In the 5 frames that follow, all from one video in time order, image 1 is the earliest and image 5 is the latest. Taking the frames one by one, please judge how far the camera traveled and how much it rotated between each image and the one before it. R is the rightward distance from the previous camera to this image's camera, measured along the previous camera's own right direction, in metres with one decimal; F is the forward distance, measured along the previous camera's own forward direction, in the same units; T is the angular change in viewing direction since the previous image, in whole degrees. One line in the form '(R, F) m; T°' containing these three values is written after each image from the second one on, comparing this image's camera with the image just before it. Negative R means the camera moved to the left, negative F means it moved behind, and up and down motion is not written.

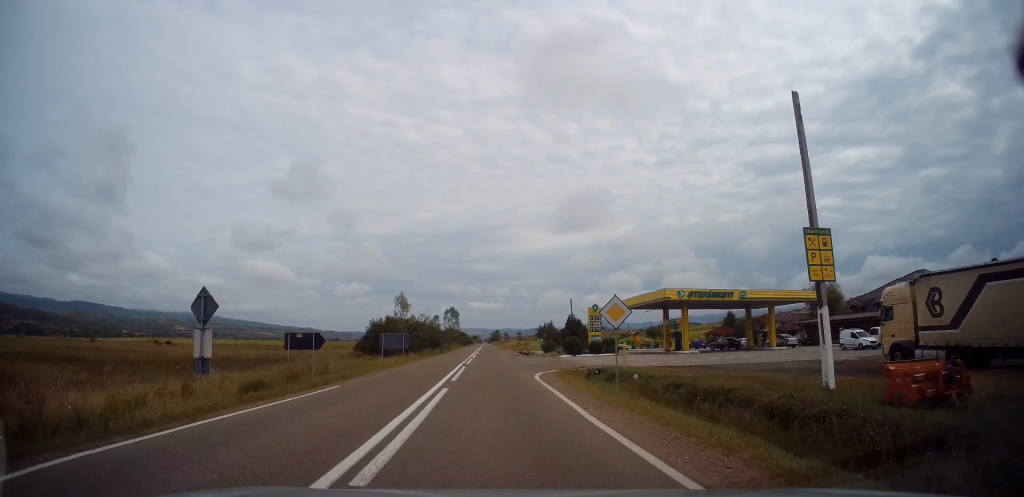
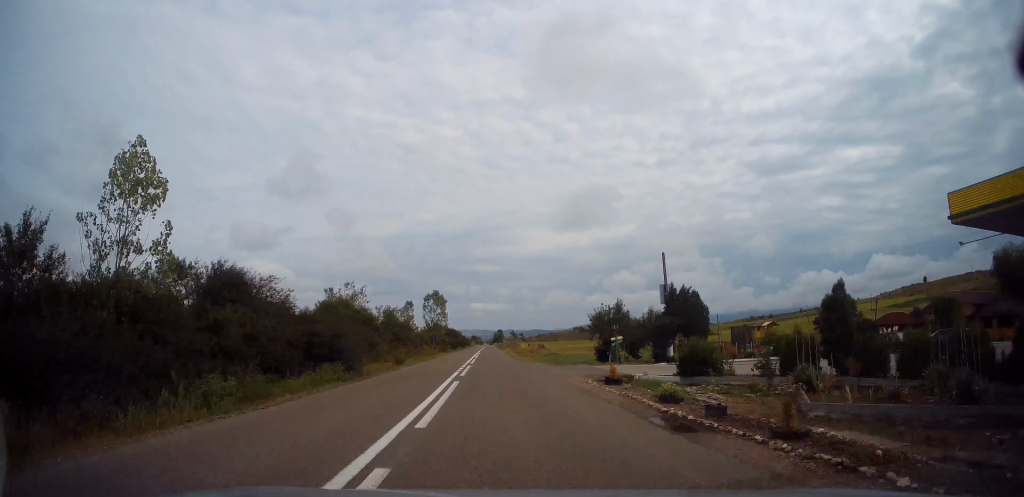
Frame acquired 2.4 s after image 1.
(+0.8, +44.4) m; +1°
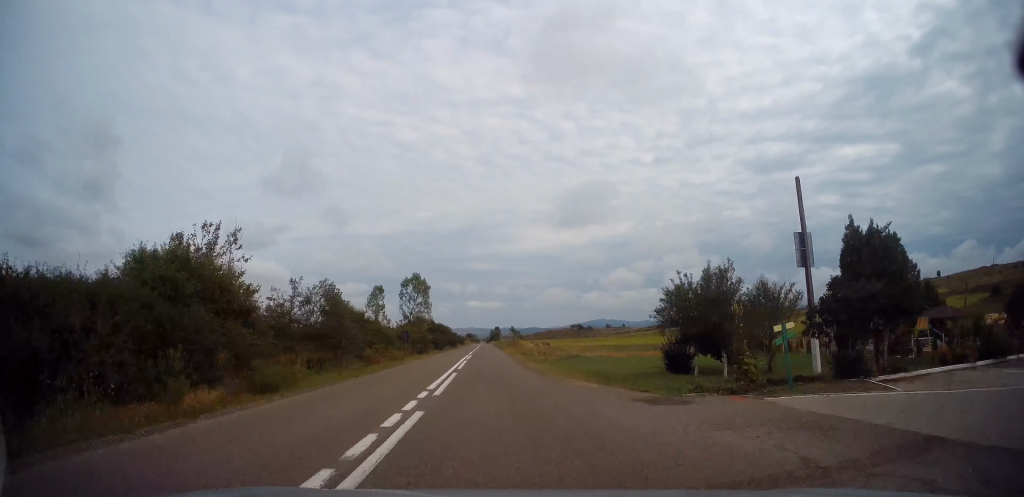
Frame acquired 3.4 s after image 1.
(-0.2, +19.3) m; -1°
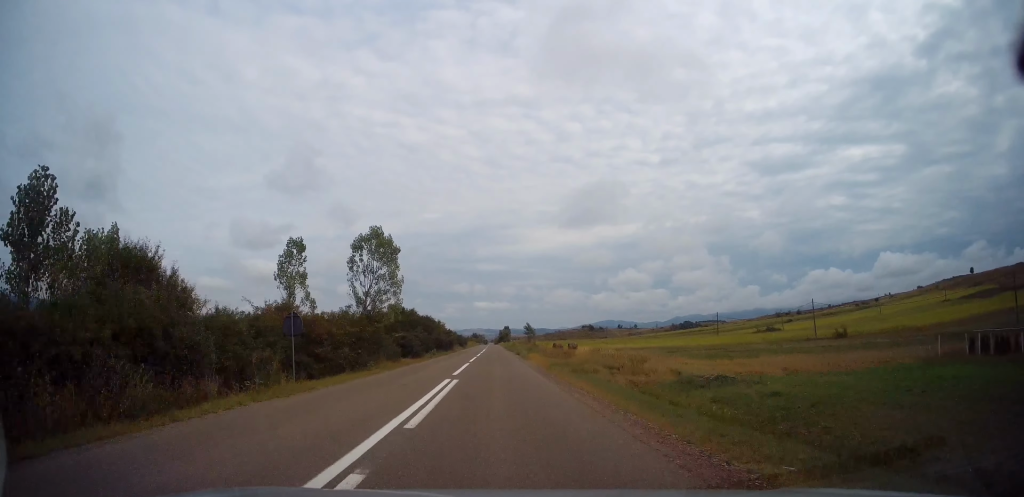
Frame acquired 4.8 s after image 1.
(0.0, +27.5) m; 0°
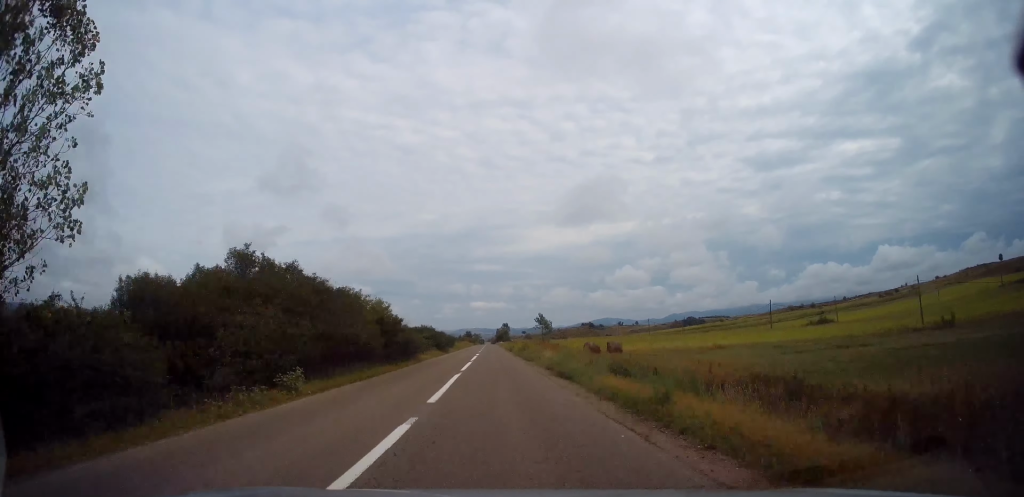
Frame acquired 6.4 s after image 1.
(-0.1, +32.2) m; -1°
